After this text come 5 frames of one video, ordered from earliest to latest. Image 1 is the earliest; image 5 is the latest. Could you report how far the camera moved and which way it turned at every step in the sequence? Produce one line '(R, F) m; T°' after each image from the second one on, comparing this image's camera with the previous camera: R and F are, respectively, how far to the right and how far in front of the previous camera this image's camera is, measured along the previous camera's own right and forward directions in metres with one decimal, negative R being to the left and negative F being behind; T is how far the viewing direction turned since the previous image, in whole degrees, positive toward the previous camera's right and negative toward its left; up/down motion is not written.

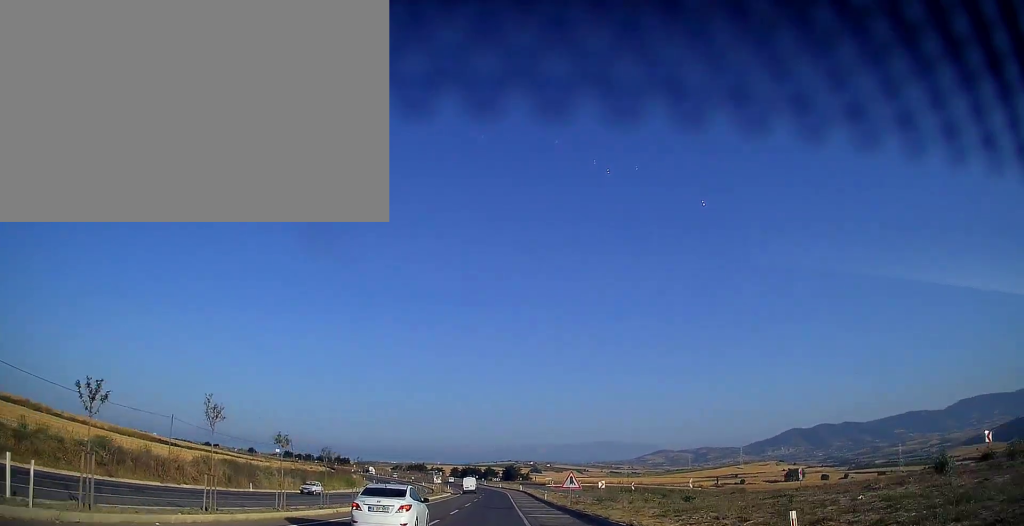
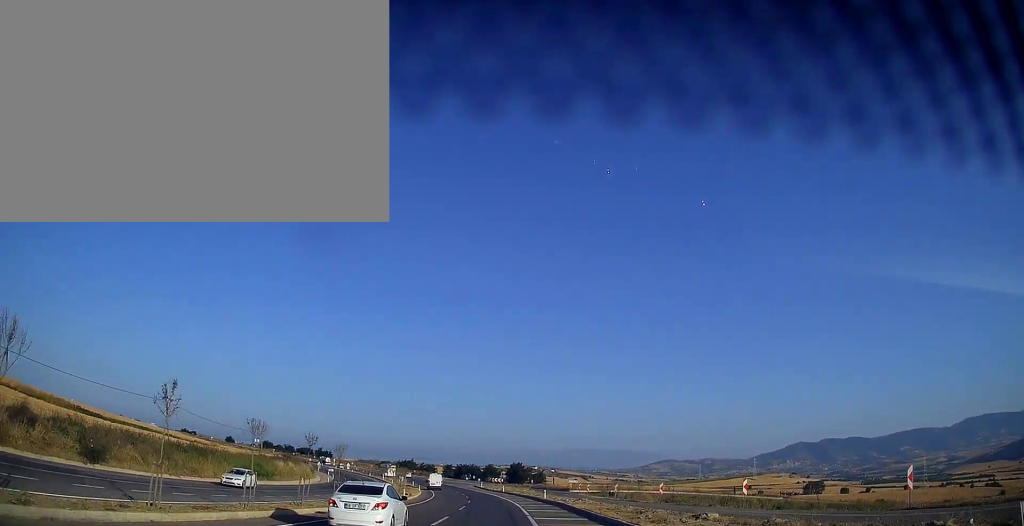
(-0.1, +51.0) m; -1°
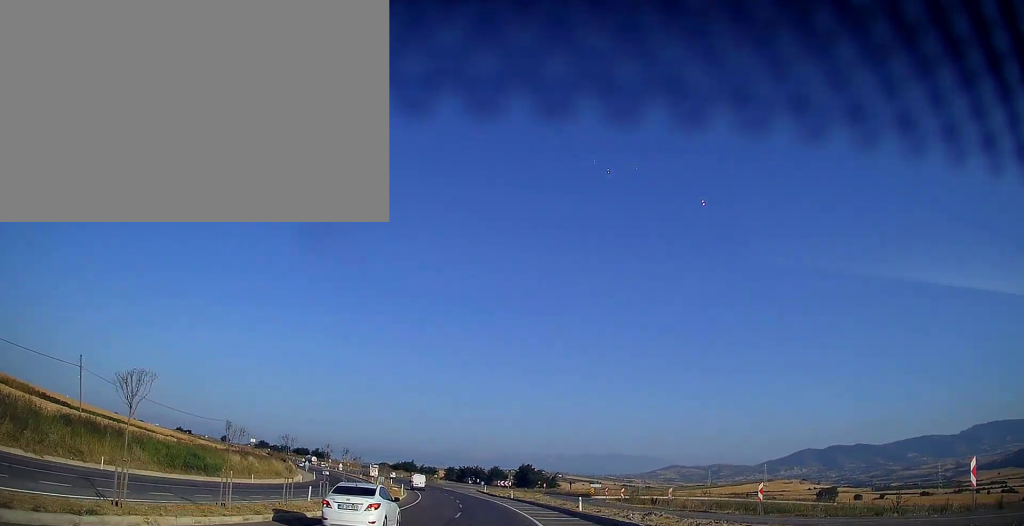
(-0.1, +19.7) m; -1°
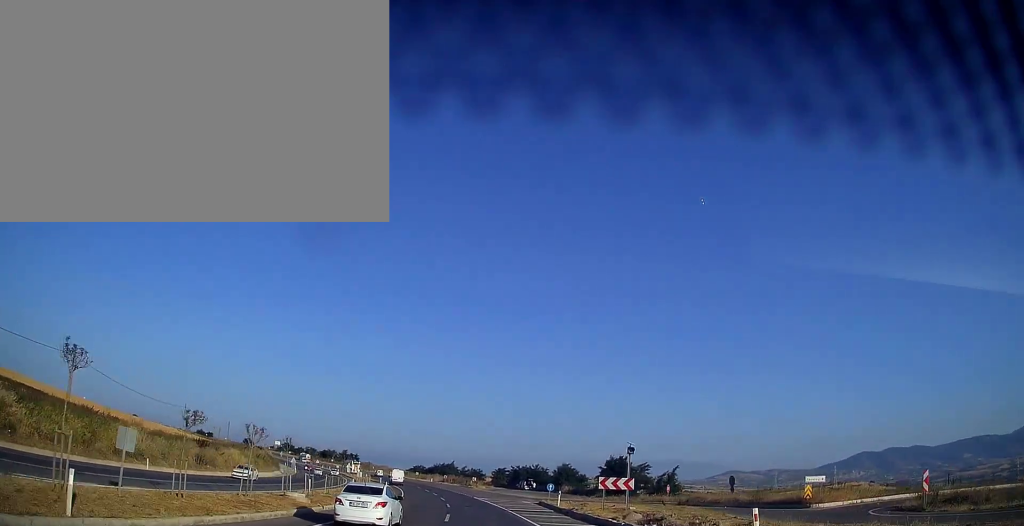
(-2.0, +56.2) m; -5°
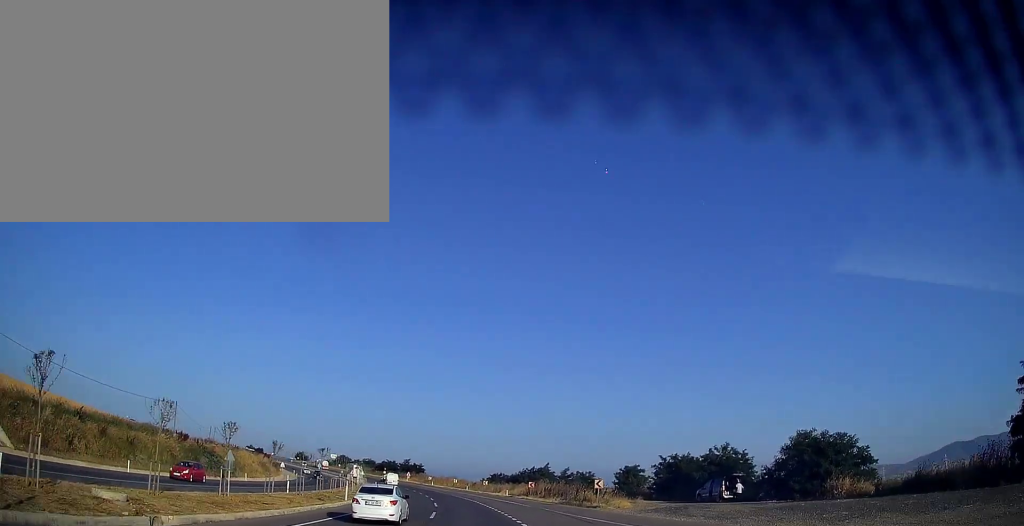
(-5.0, +65.6) m; -9°
